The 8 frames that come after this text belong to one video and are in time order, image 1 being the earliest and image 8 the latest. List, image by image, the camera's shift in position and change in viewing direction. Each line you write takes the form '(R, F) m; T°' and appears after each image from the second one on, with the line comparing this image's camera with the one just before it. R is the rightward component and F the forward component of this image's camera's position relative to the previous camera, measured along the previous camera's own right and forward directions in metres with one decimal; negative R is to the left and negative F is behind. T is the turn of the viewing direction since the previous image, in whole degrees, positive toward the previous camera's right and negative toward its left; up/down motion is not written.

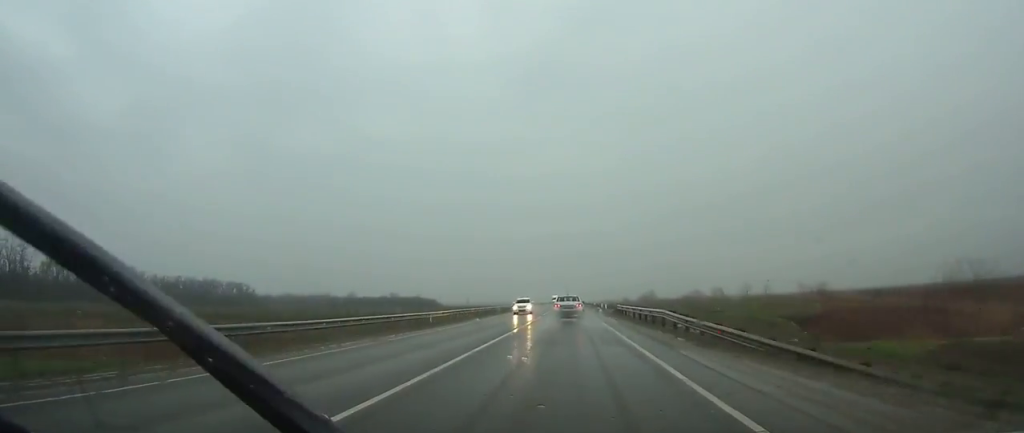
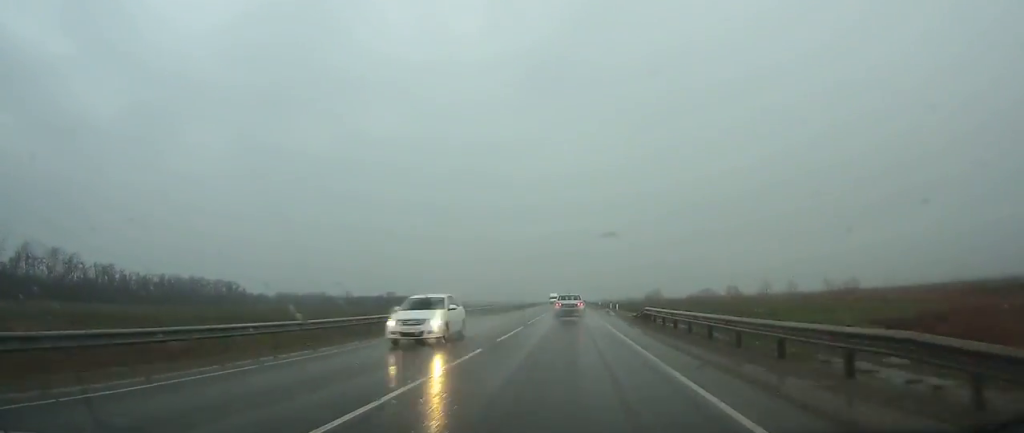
(0.0, +17.5) m; 0°
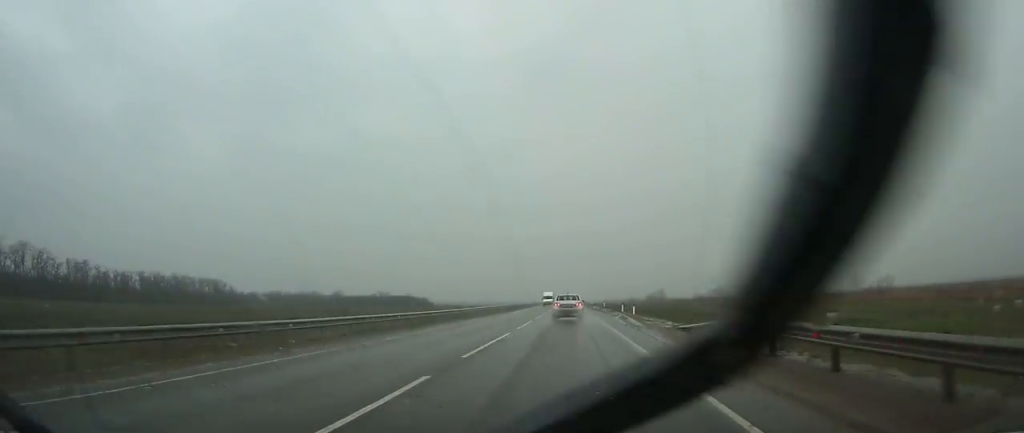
(+0.1, +17.5) m; 0°
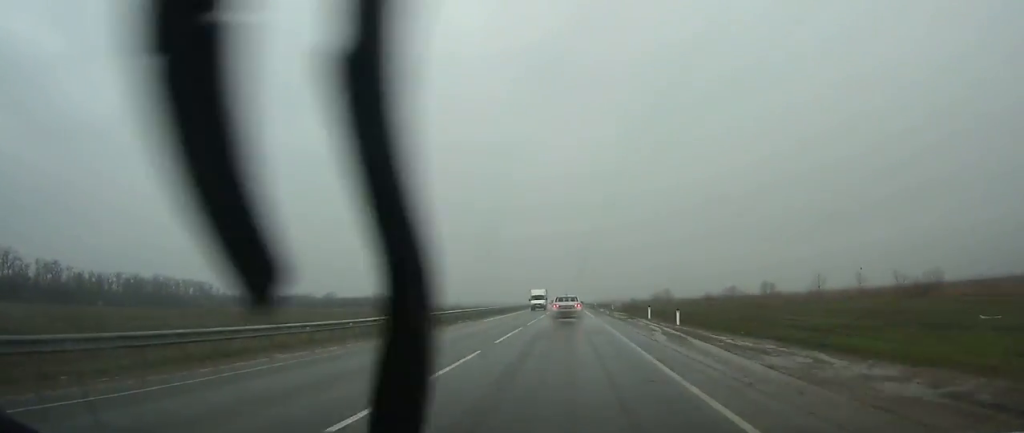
(0.0, +18.9) m; 0°
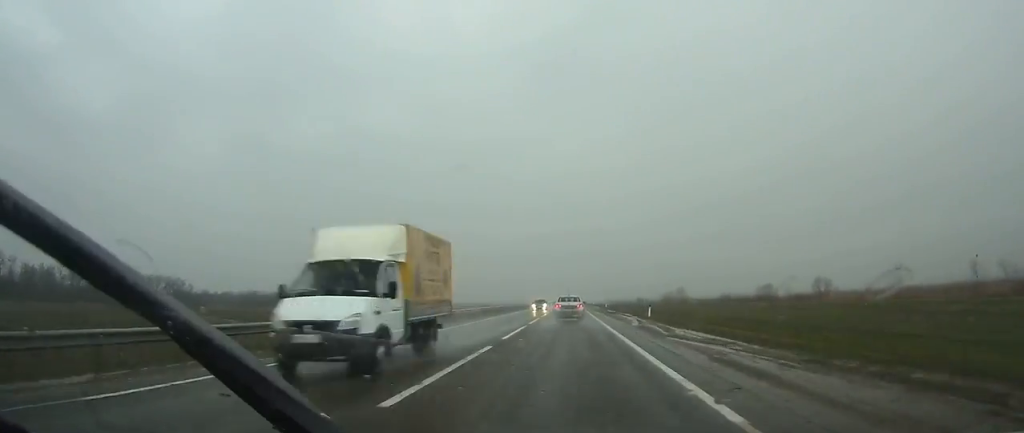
(-0.1, +34.7) m; 0°
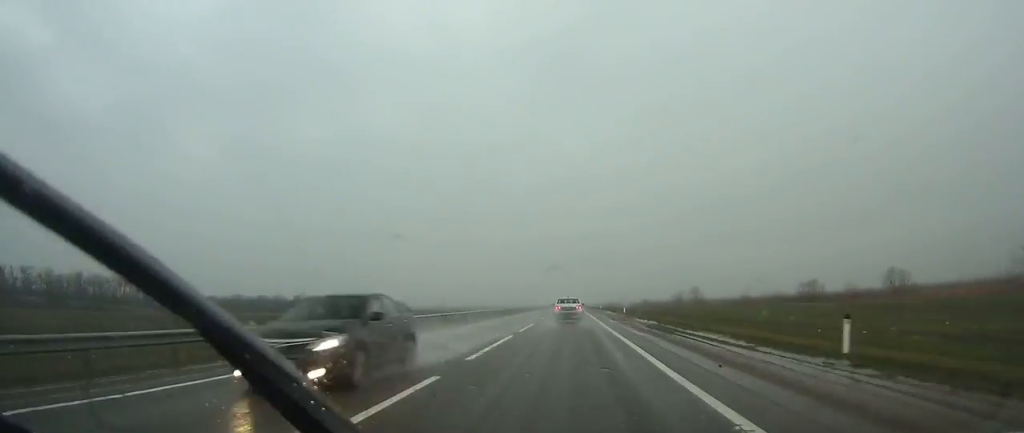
(0.0, +30.2) m; 0°
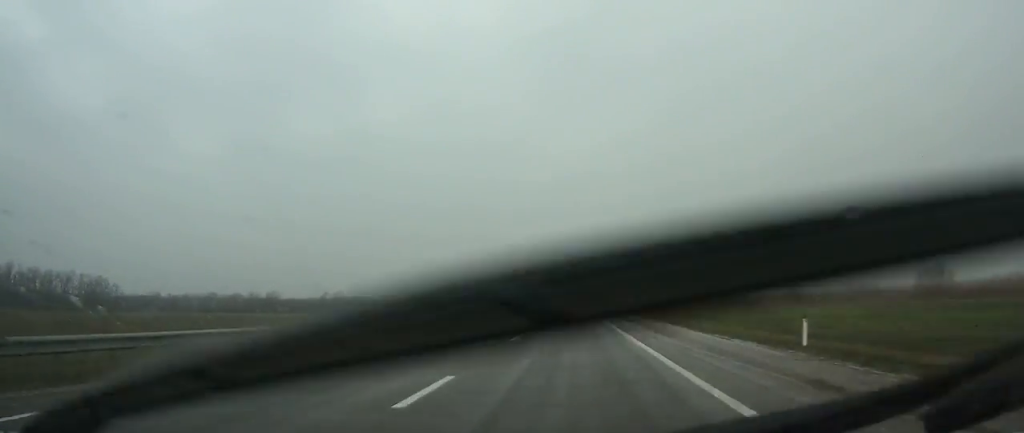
(-0.2, +47.2) m; 0°
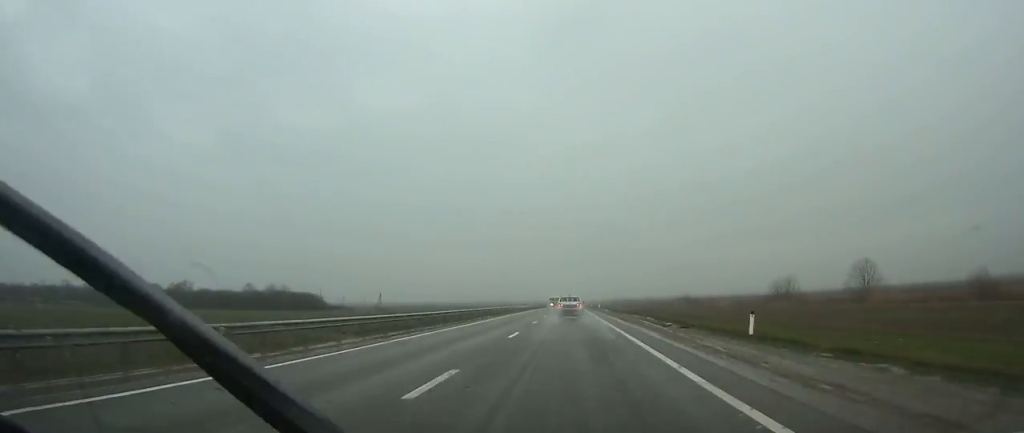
(+0.2, +95.3) m; 0°
